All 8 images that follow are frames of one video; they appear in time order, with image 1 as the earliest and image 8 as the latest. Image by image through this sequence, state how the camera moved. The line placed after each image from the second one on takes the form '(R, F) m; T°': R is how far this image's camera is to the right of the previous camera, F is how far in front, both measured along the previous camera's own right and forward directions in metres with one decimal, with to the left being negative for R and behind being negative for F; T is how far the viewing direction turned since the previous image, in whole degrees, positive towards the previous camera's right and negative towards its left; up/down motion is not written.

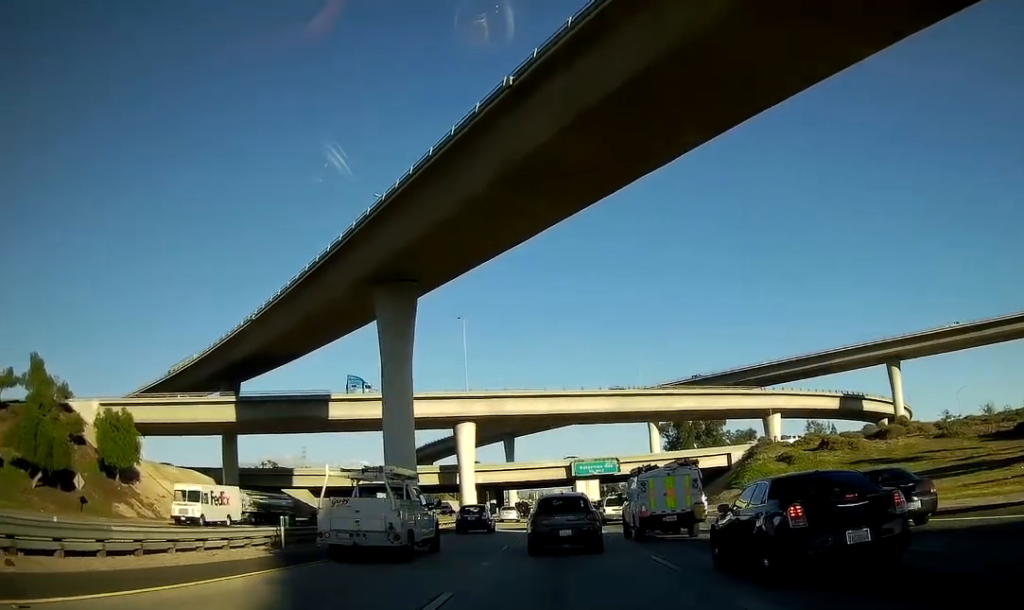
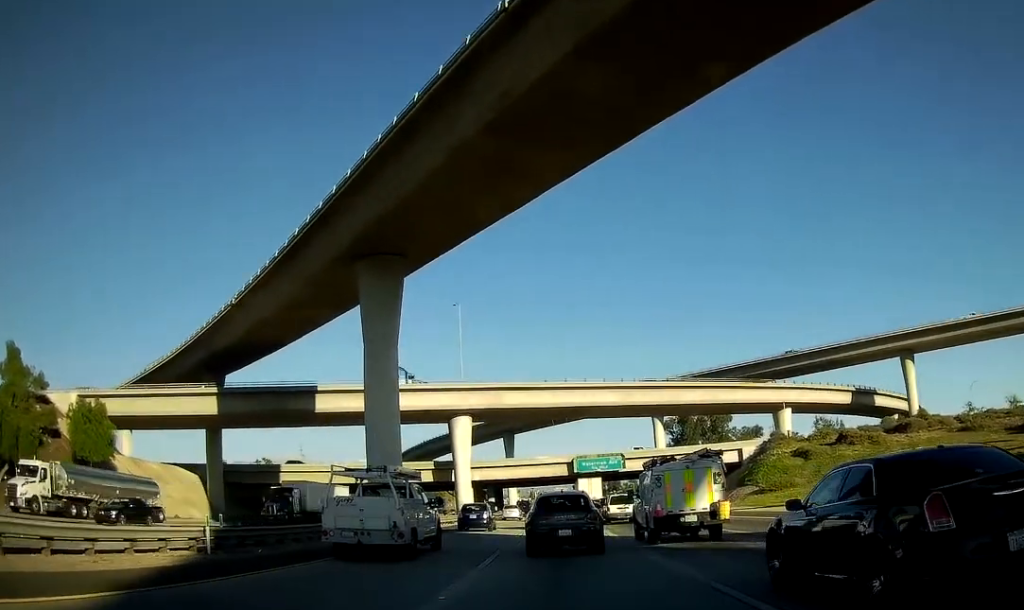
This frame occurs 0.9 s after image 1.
(+0.2, +6.4) m; +2°
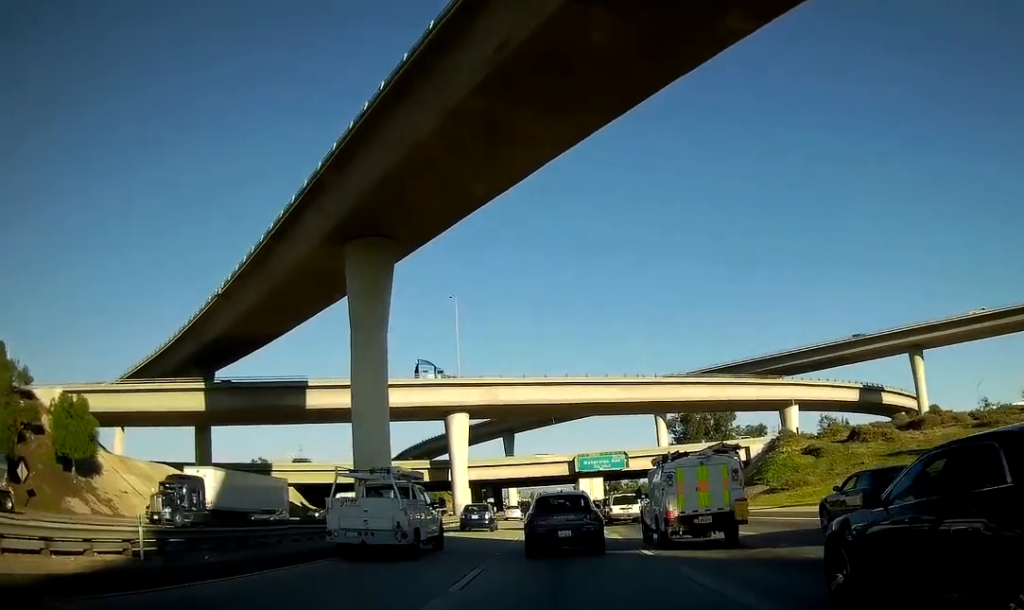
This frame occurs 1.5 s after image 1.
(0.0, +4.1) m; -1°
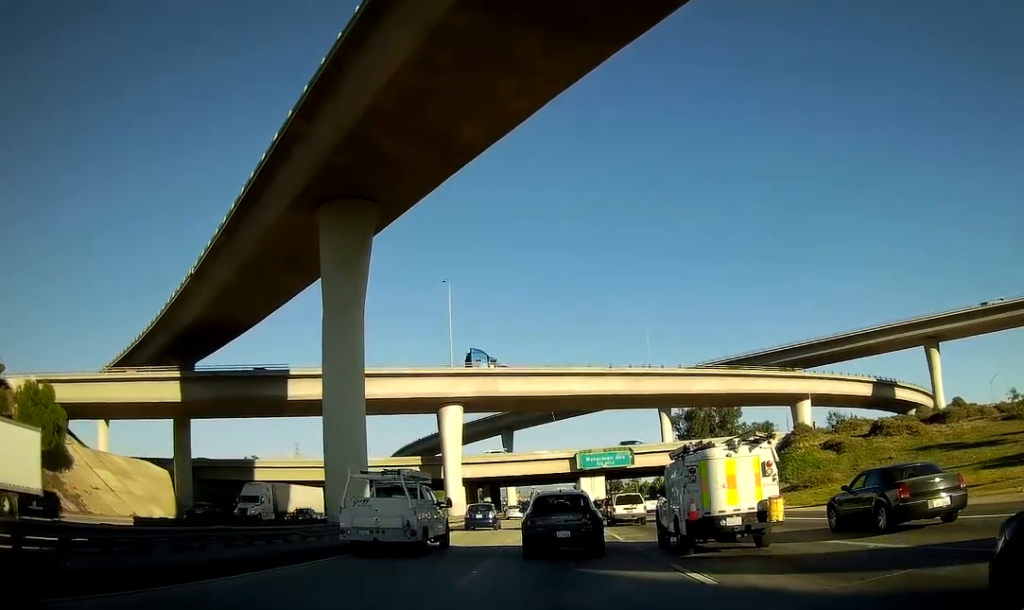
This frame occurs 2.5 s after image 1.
(-0.2, +6.8) m; 0°
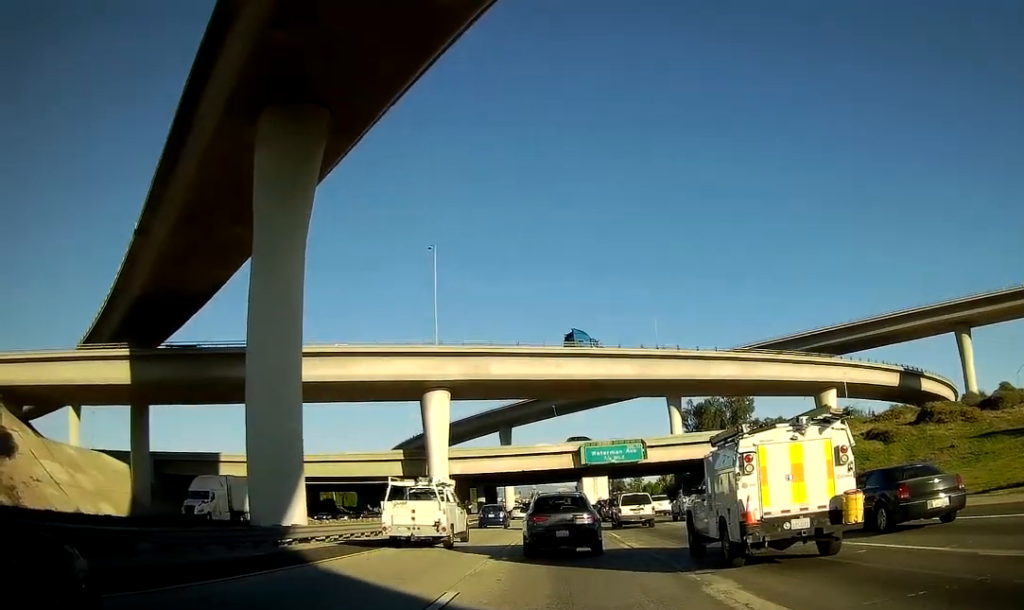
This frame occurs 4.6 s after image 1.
(+0.2, +12.2) m; 0°
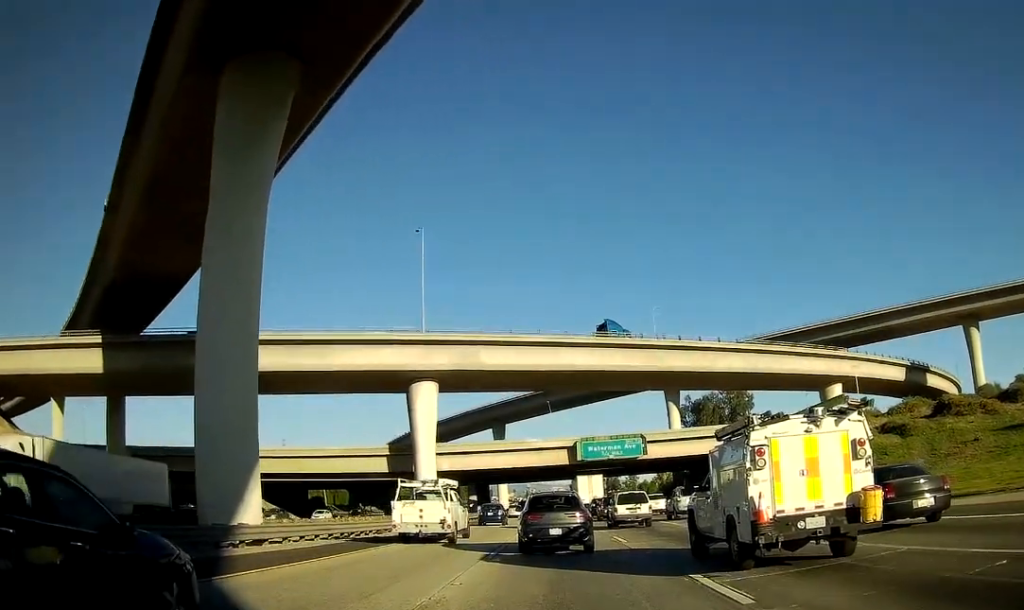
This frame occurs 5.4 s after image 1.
(-0.1, +4.7) m; 0°
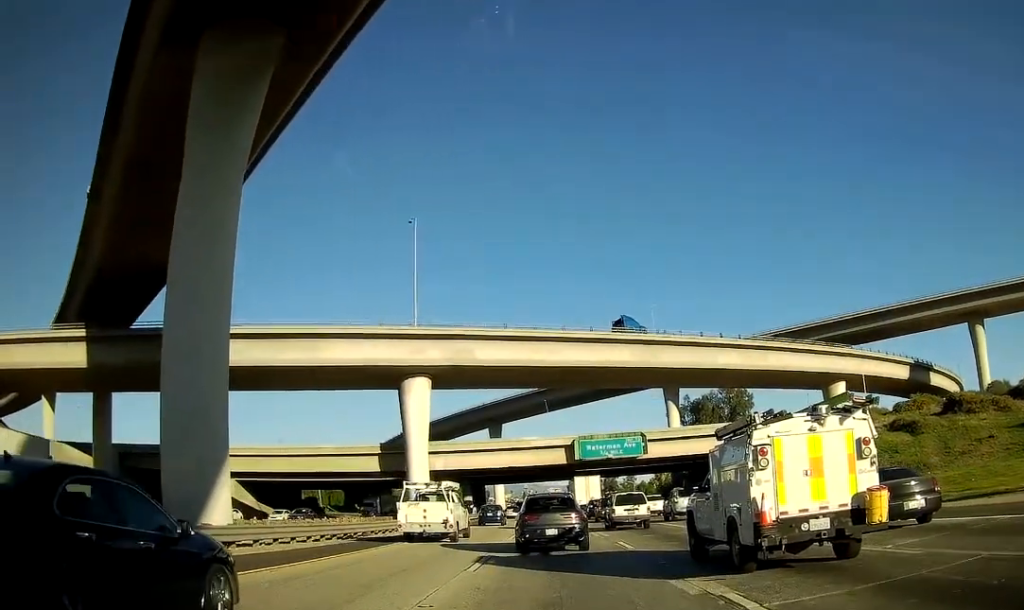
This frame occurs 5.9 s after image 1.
(0.0, +2.8) m; +1°
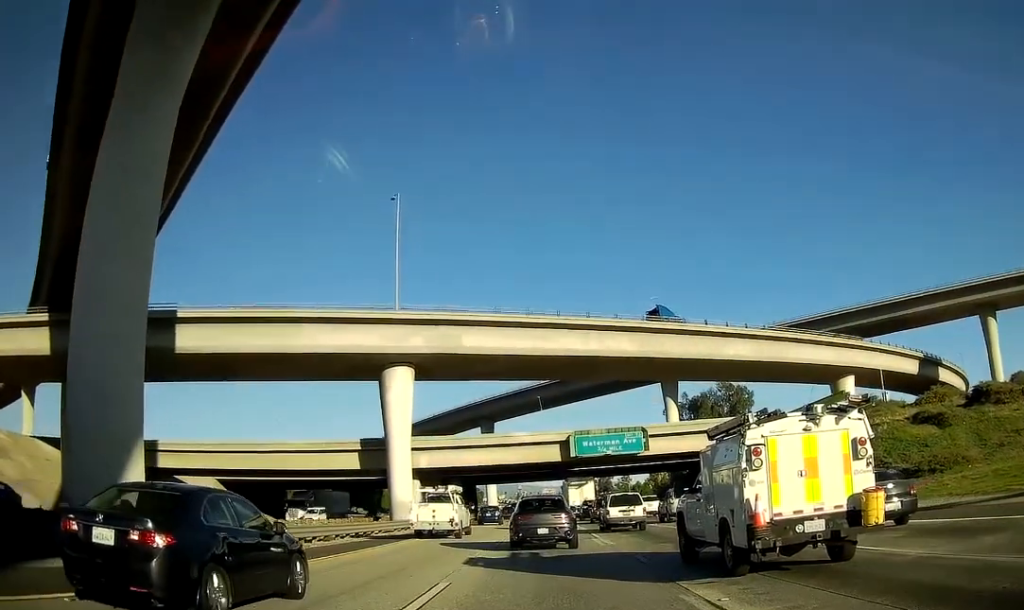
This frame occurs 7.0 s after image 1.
(+0.1, +6.0) m; +2°
